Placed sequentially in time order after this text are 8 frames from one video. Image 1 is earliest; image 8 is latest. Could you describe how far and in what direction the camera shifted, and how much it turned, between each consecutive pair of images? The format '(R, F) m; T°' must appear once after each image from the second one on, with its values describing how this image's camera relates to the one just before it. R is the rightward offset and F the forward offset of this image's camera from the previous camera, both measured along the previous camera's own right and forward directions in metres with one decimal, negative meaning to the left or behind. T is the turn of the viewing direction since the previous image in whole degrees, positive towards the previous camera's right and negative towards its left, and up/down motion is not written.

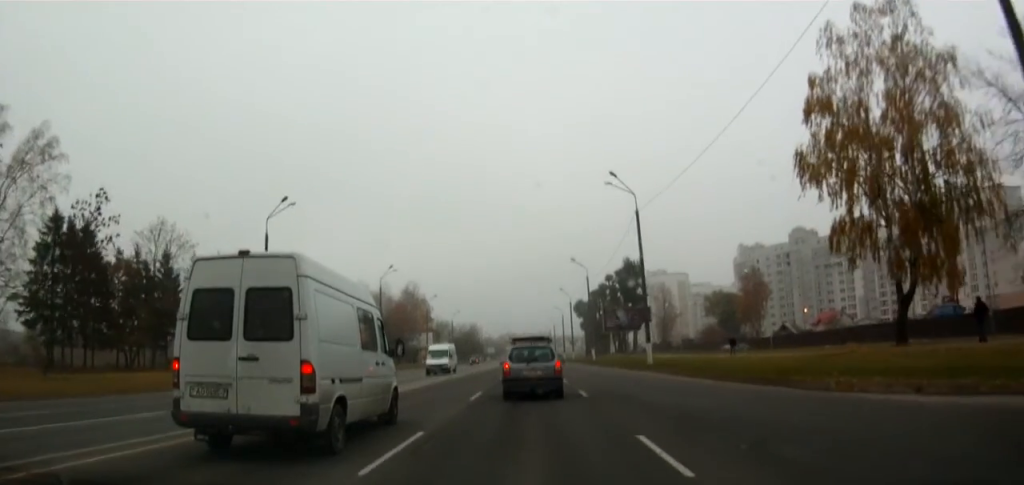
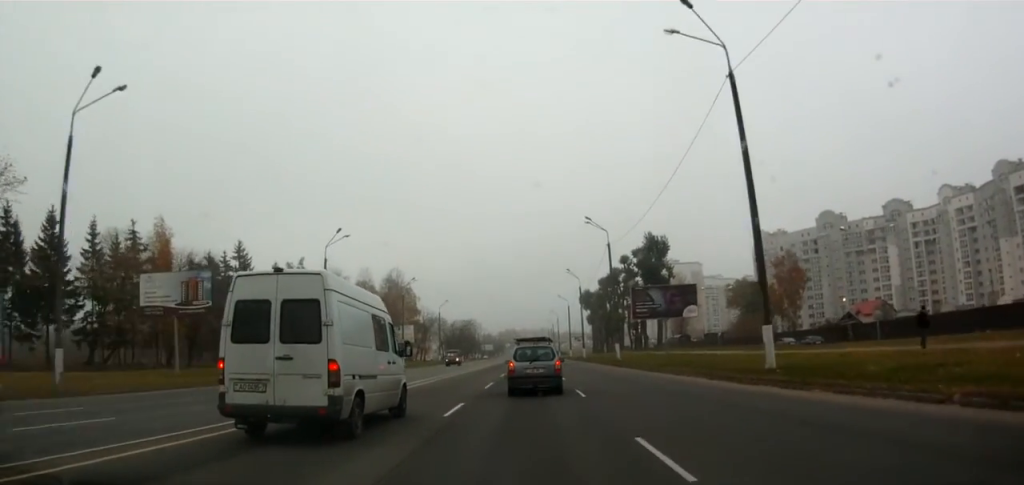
(-0.4, +20.3) m; -4°
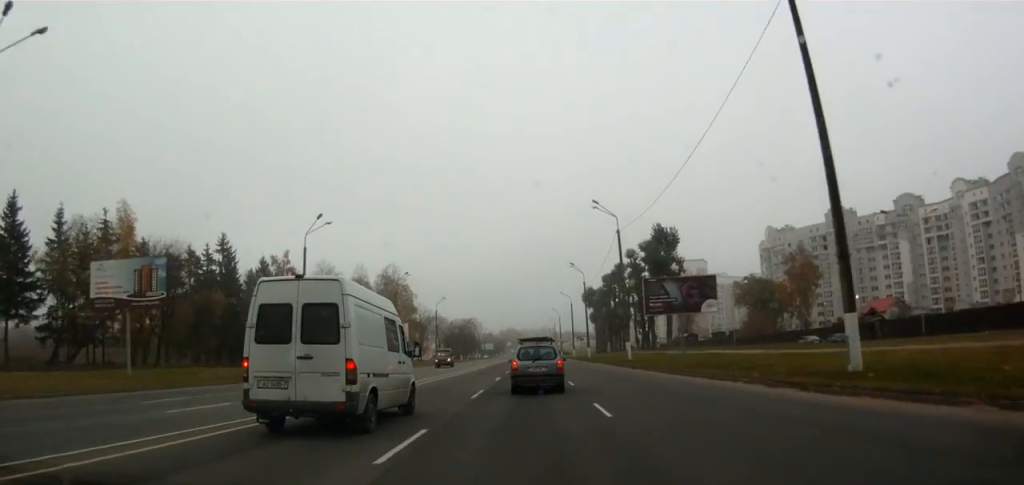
(-0.3, +5.8) m; 0°
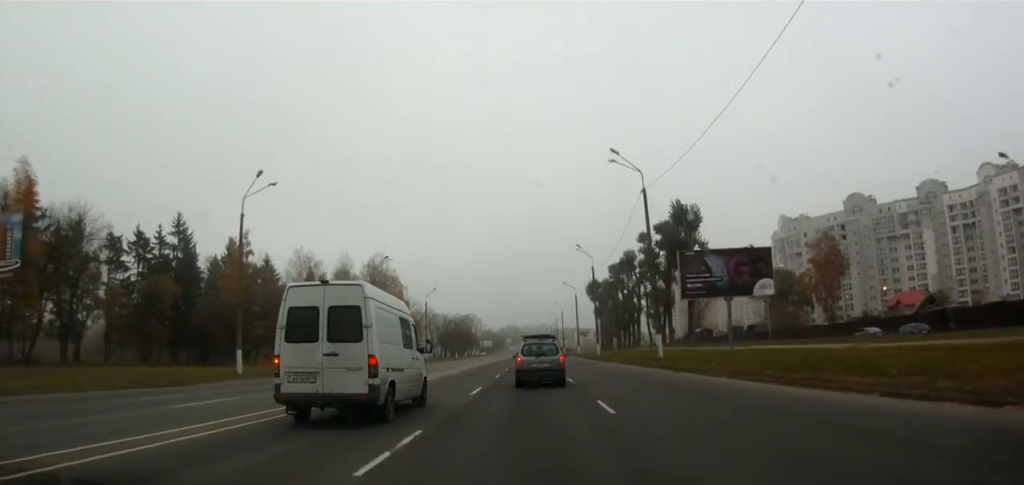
(+0.2, +11.5) m; +2°
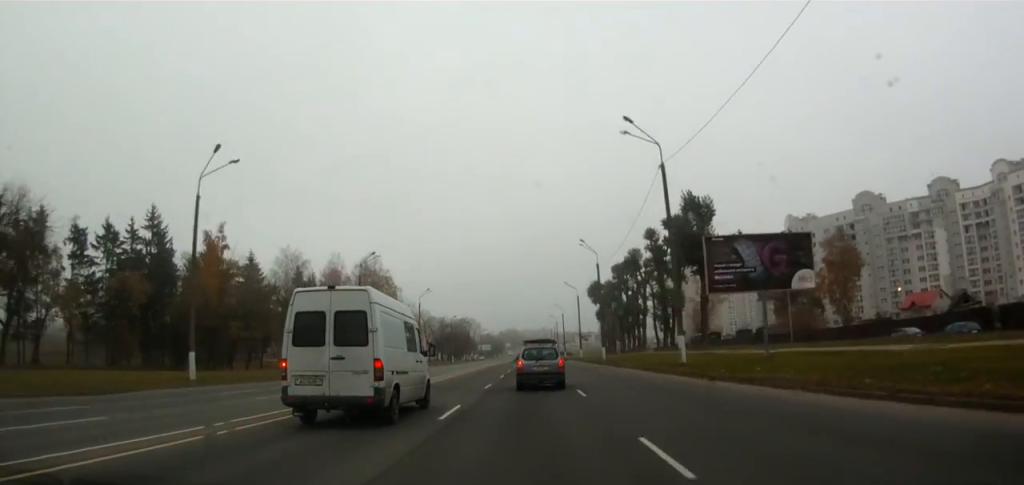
(+0.1, +5.2) m; +1°
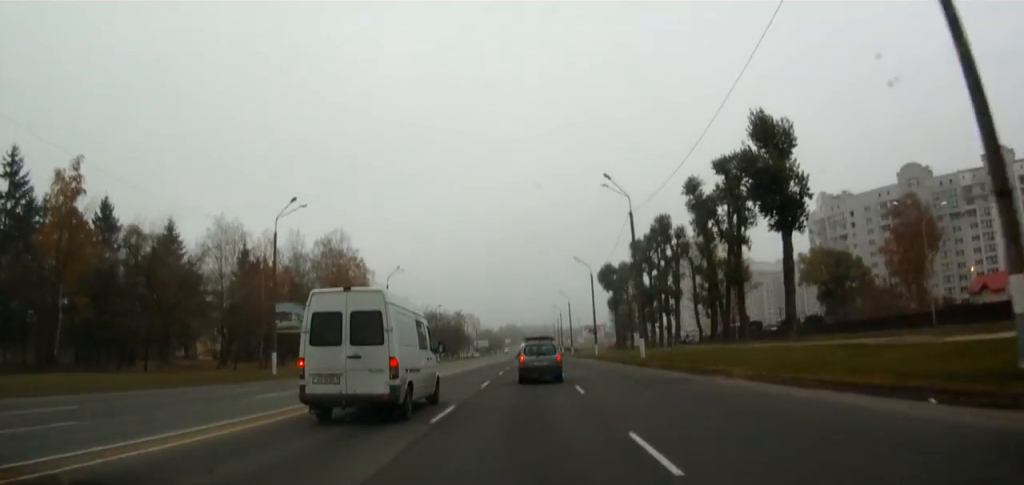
(-0.1, +22.5) m; -1°
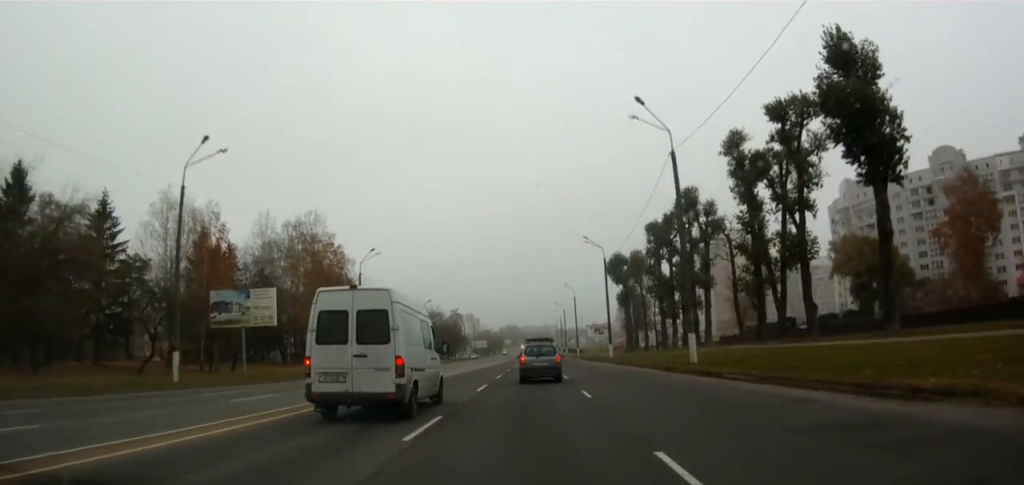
(0.0, +12.9) m; 0°
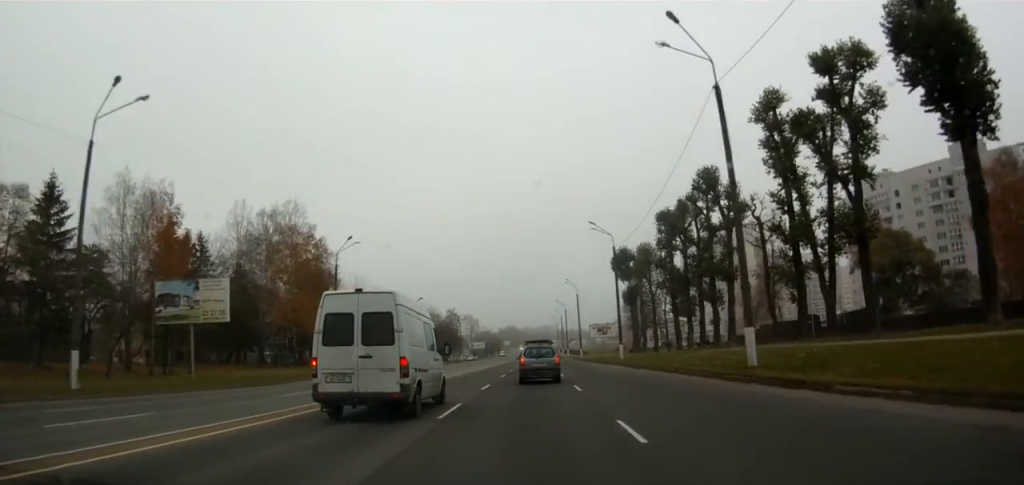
(0.0, +8.1) m; +1°
